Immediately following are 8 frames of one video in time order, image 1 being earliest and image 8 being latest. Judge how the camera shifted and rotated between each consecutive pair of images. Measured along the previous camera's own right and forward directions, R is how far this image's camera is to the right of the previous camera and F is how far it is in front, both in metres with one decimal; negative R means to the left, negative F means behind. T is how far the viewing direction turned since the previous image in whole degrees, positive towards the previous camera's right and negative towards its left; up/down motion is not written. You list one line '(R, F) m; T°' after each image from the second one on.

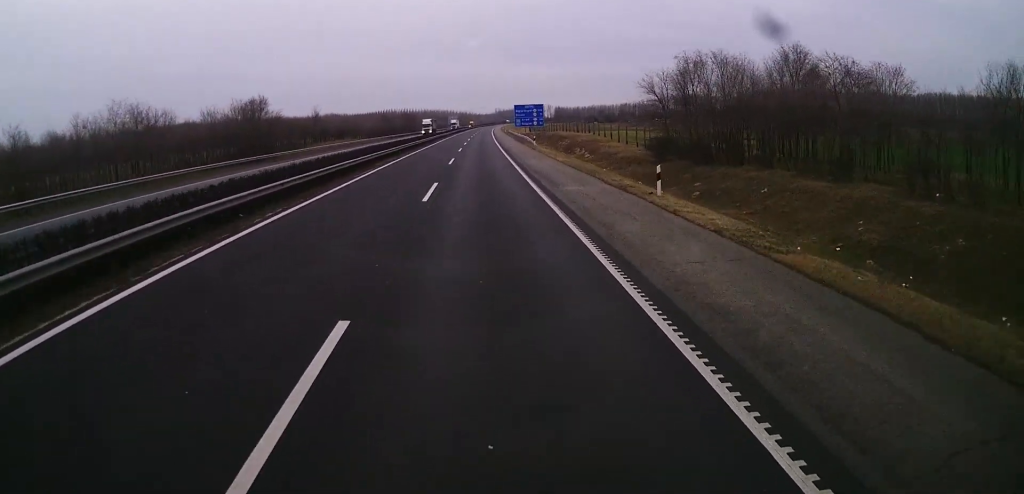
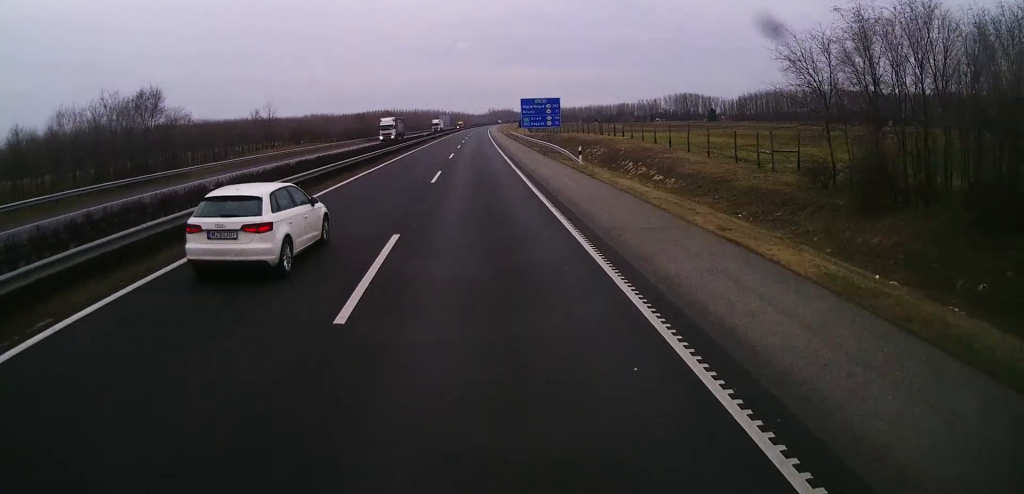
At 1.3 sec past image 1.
(+0.1, +31.6) m; 0°
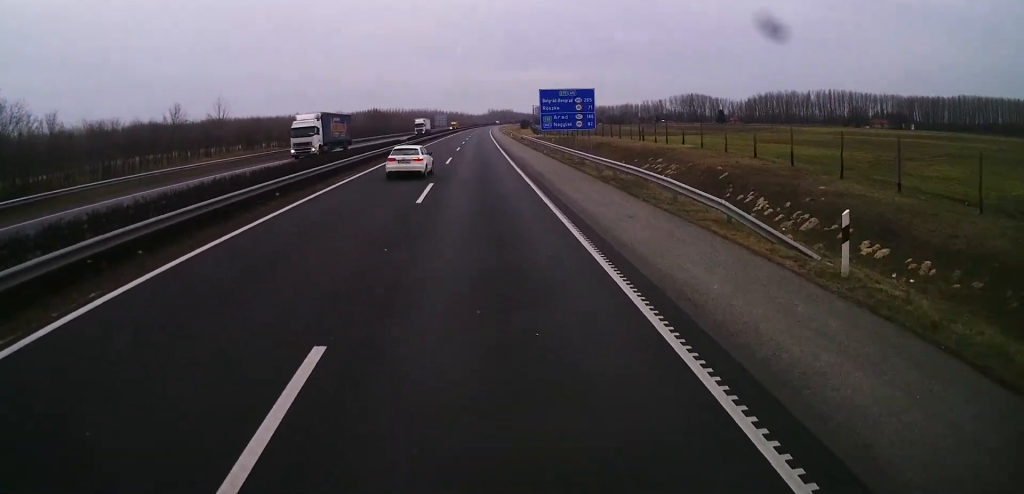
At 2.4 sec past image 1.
(0.0, +23.9) m; +1°
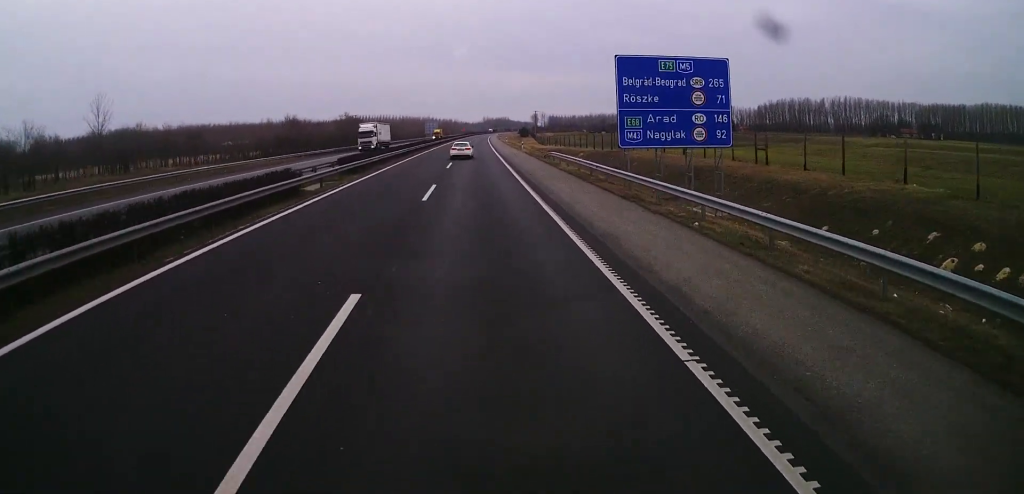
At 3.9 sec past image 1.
(+0.3, +34.4) m; 0°
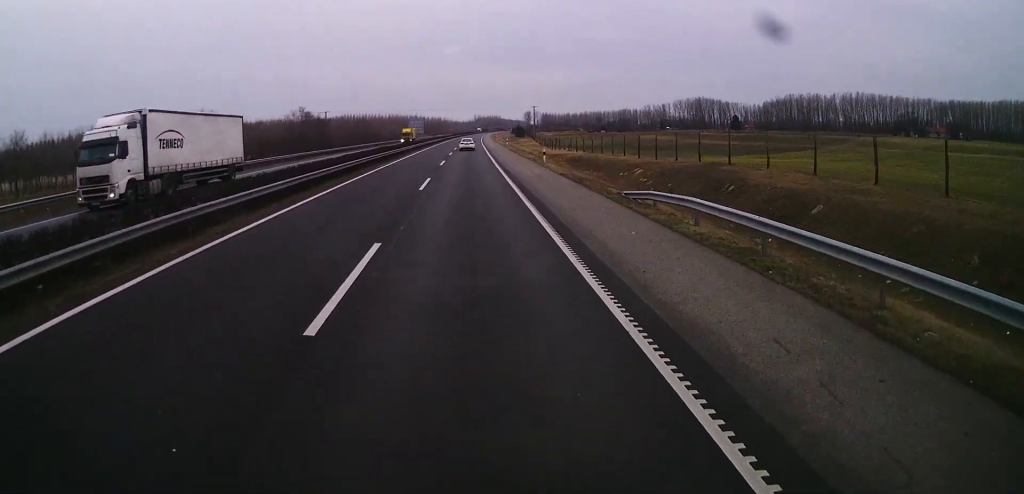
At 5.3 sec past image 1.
(0.0, +34.3) m; 0°
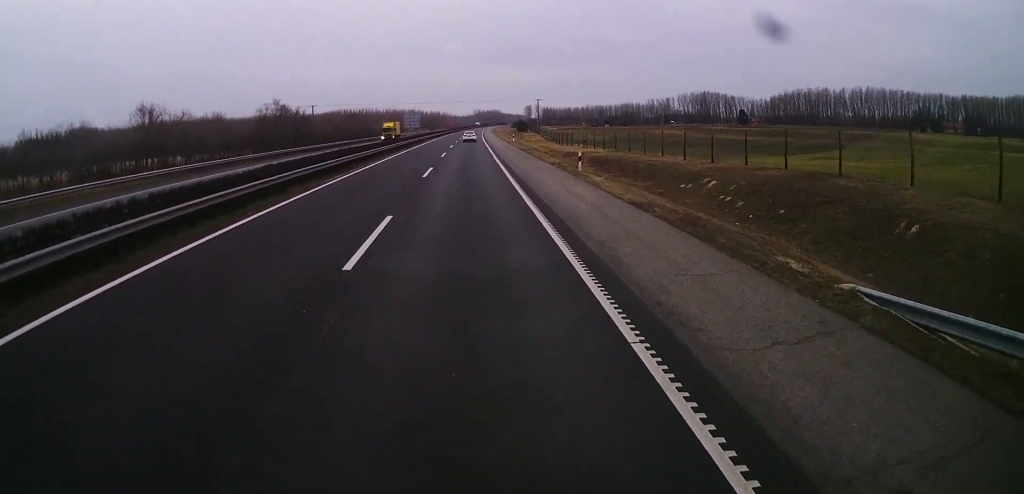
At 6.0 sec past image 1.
(+0.1, +15.2) m; 0°
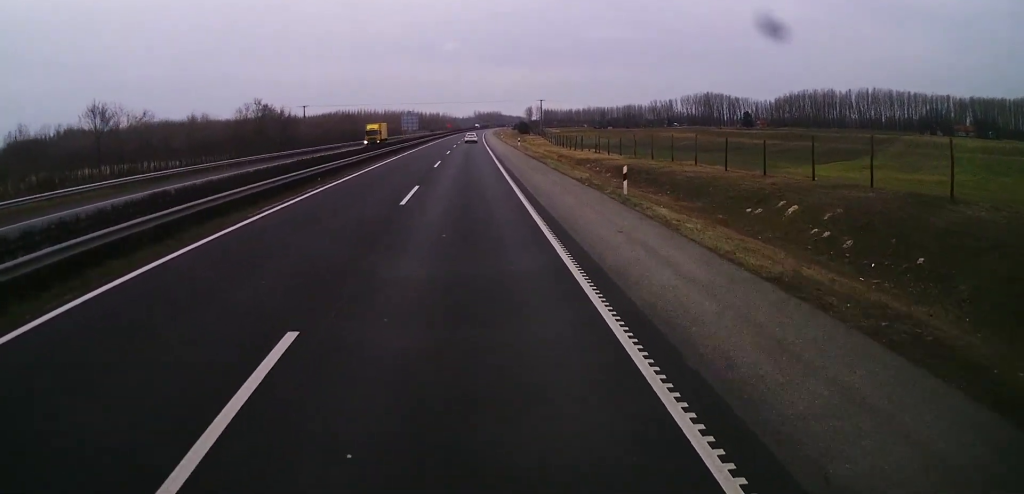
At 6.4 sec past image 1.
(0.0, +8.4) m; 0°
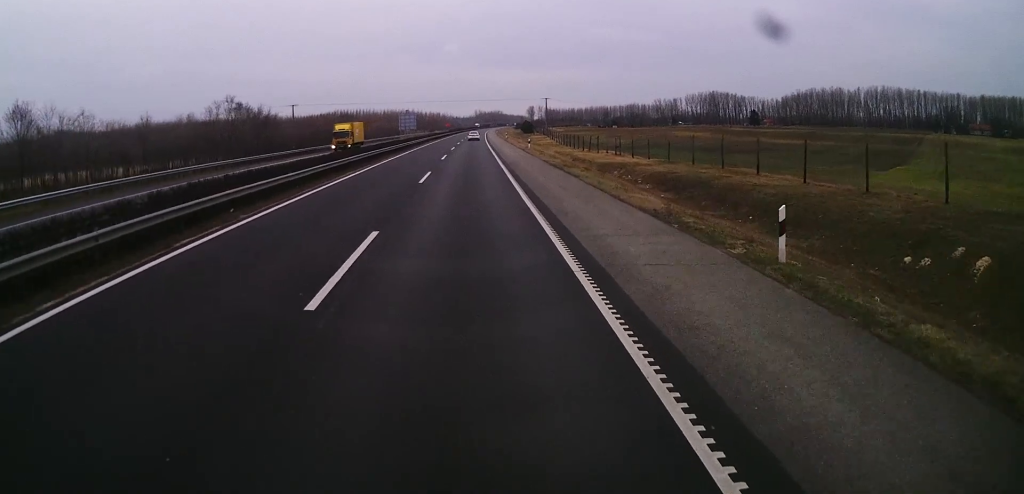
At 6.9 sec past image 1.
(0.0, +10.5) m; 0°
